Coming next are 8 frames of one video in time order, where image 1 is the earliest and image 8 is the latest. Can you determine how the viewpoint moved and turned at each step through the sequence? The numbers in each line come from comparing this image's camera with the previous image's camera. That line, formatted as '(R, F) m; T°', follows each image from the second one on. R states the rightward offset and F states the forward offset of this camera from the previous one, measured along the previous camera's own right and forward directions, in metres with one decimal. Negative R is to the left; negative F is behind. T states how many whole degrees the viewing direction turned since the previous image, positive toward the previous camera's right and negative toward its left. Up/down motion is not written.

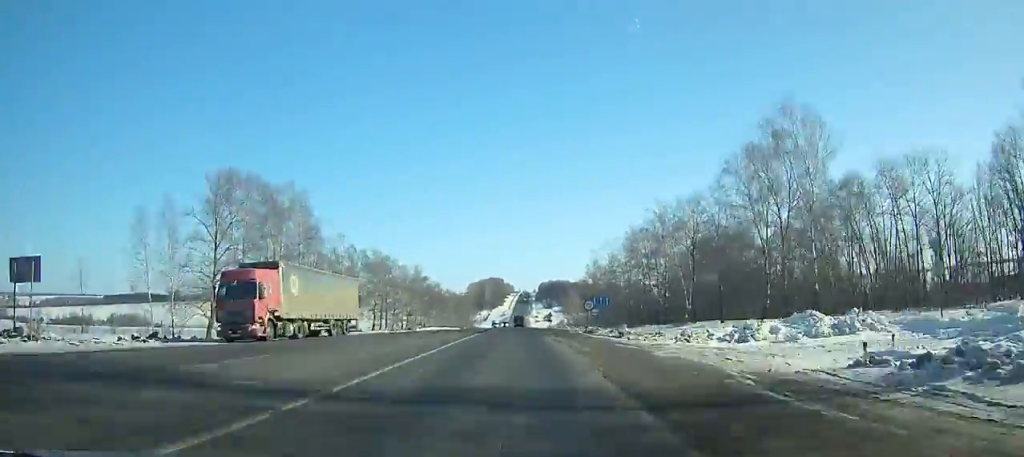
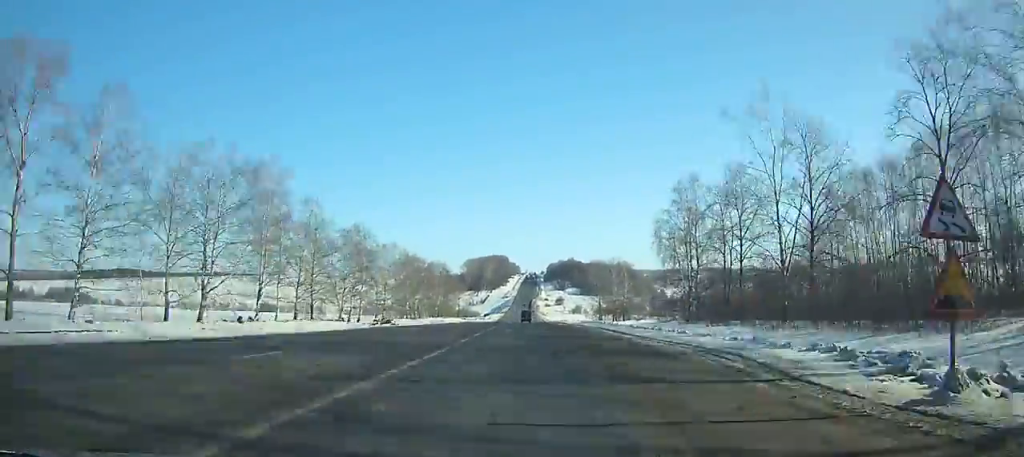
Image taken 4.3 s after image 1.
(-0.3, +108.2) m; 0°
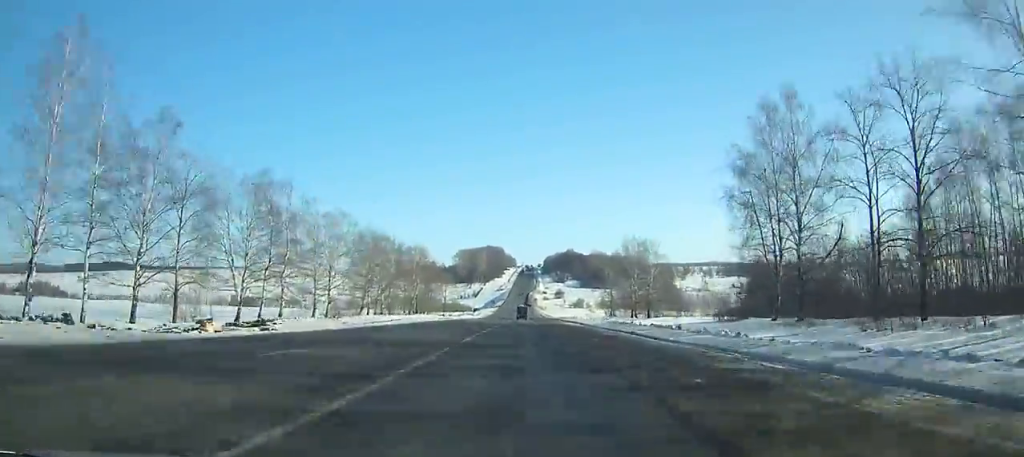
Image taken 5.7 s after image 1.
(0.0, +35.2) m; 0°
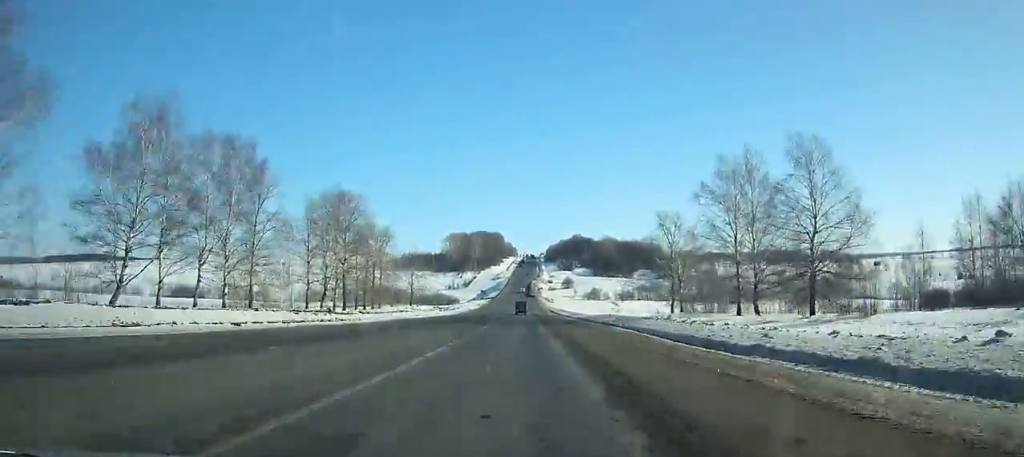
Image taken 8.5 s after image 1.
(+0.1, +70.7) m; 0°
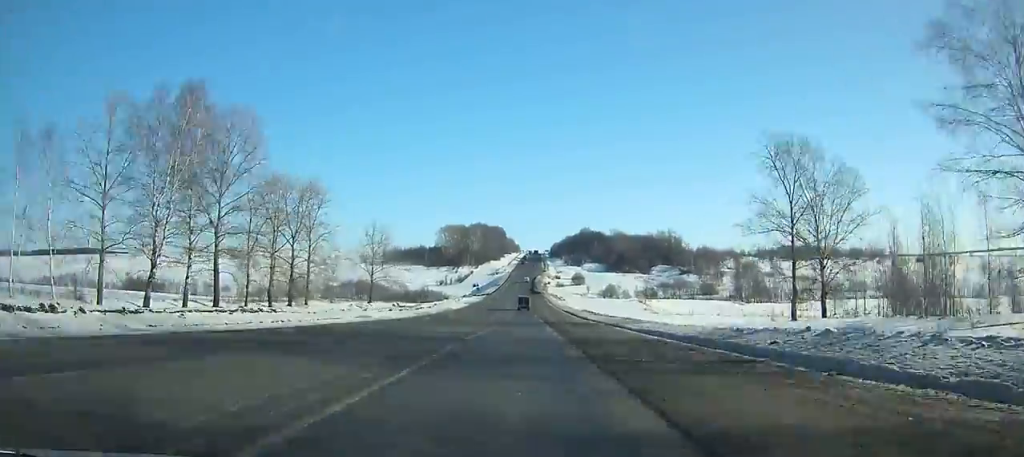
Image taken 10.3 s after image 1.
(-0.3, +45.7) m; 0°
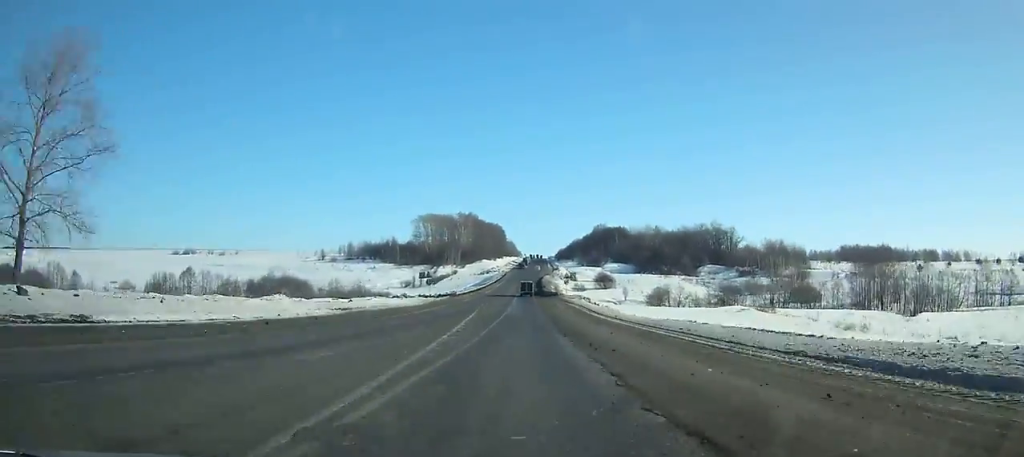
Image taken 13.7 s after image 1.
(0.0, +86.5) m; 0°
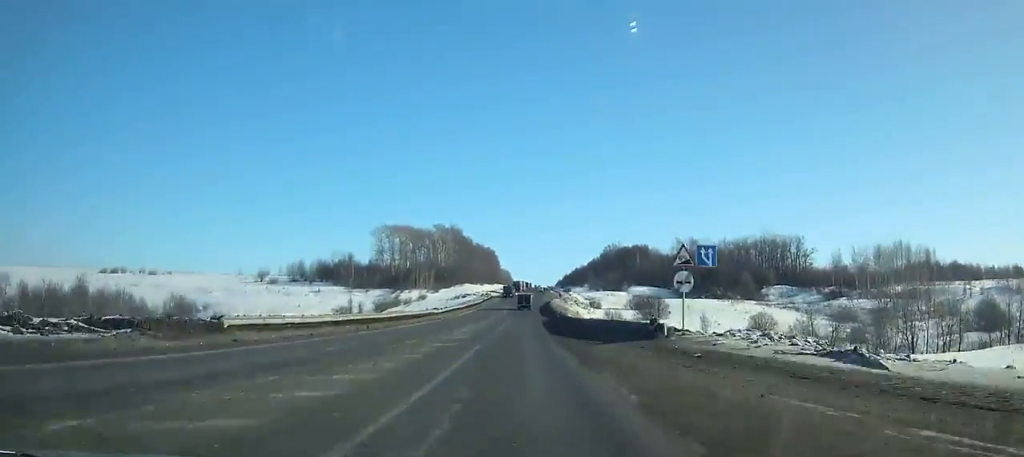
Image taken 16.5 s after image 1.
(-0.1, +71.0) m; 0°
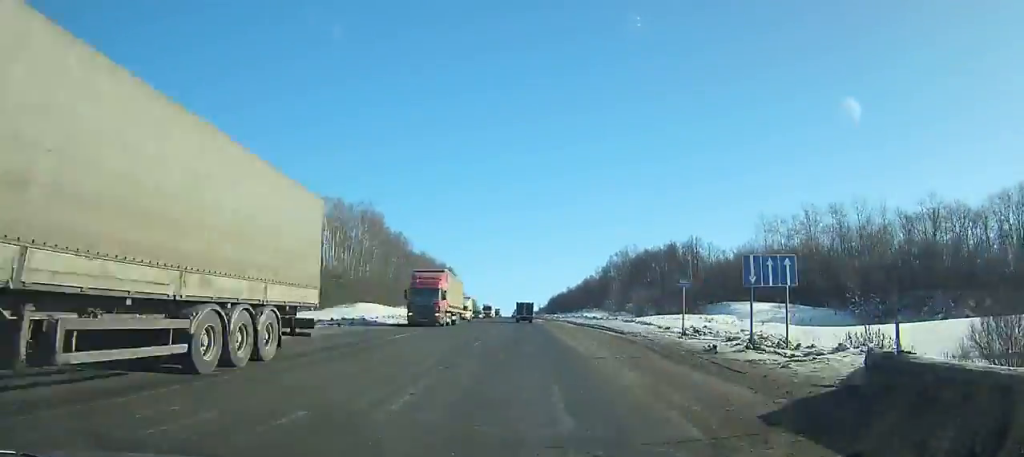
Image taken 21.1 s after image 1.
(+1.2, +113.8) m; +2°
